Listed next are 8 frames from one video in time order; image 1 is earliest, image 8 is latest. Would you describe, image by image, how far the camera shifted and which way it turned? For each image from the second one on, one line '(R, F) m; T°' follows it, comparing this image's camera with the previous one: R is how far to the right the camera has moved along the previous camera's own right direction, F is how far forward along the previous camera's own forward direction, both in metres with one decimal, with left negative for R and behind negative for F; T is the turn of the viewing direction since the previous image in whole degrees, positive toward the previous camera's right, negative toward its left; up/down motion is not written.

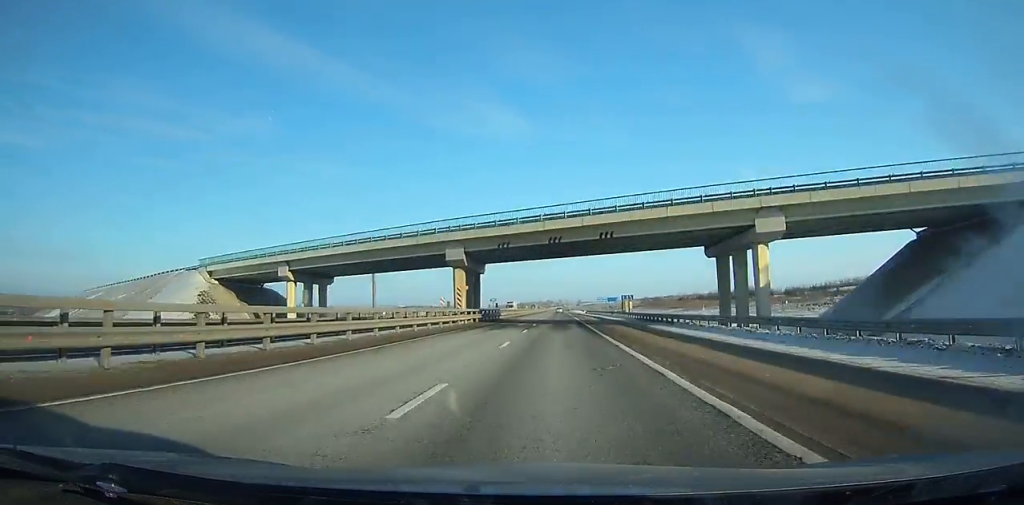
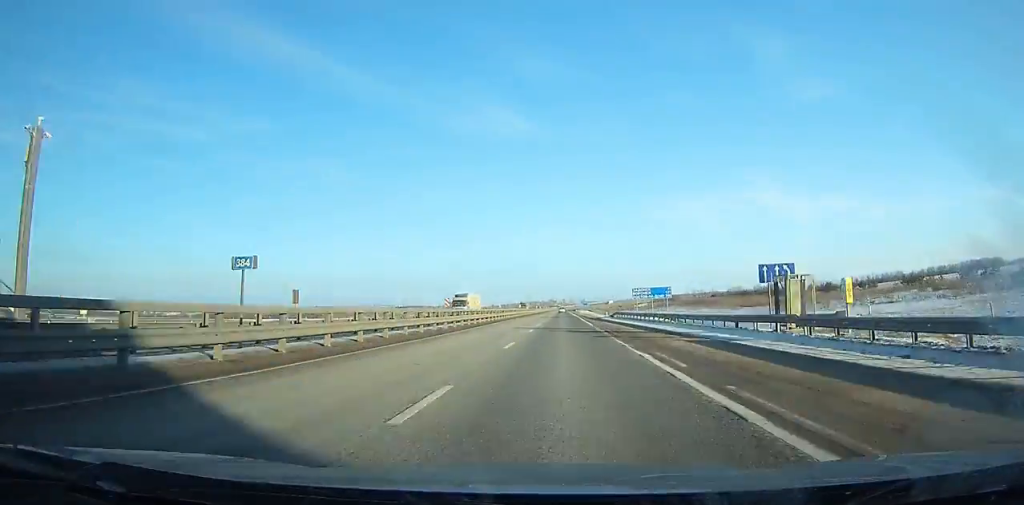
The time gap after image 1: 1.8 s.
(-0.1, +58.8) m; 0°
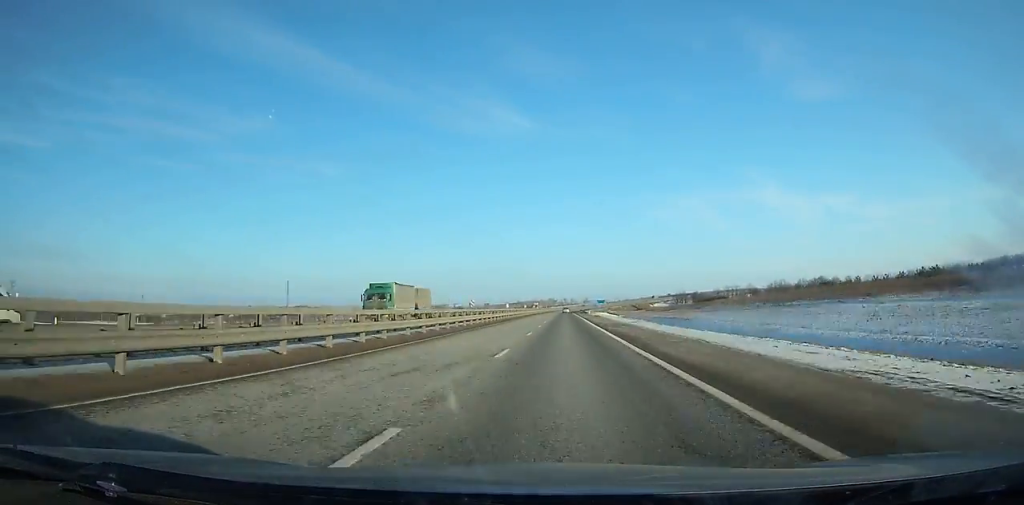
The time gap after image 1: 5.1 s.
(-0.5, +108.1) m; 0°
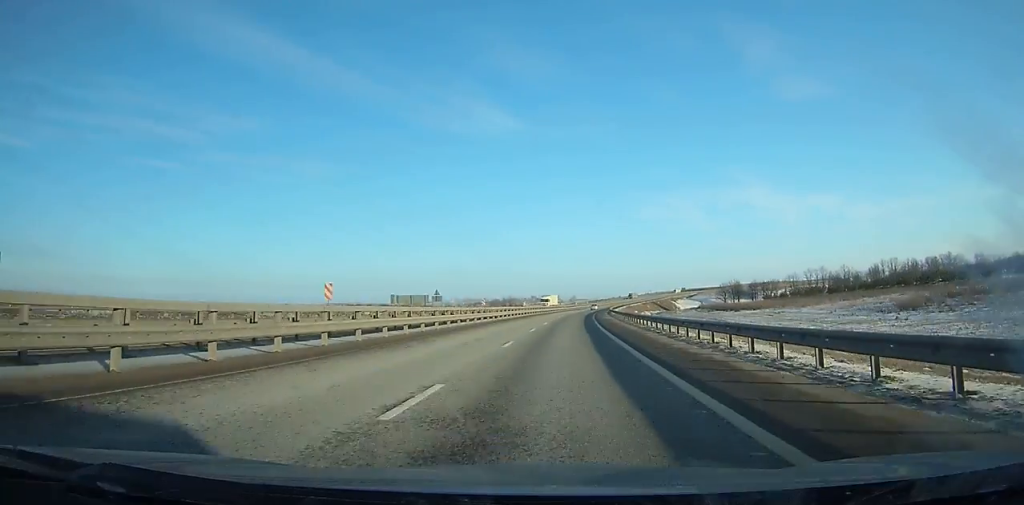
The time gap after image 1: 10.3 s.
(+3.1, +171.7) m; +3°
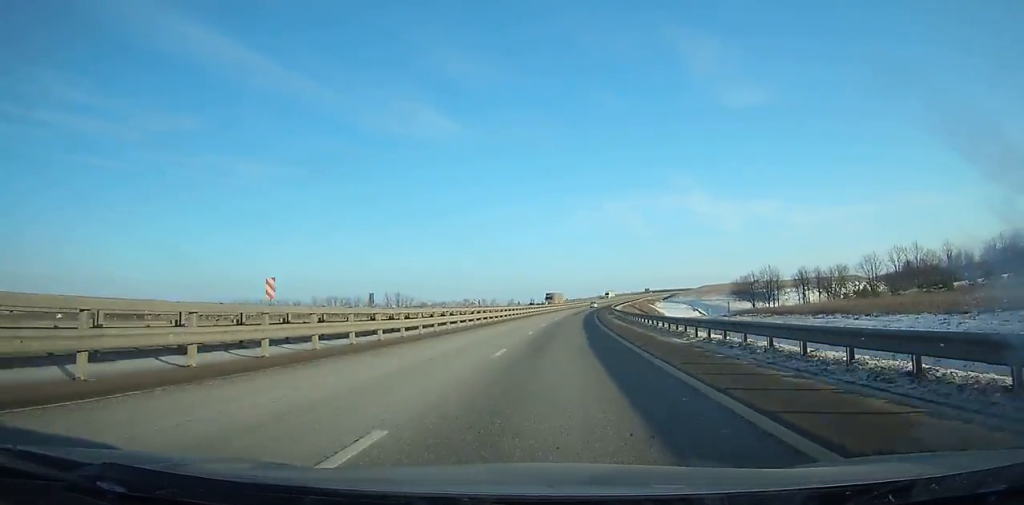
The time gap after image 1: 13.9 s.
(+4.1, +119.4) m; +5°
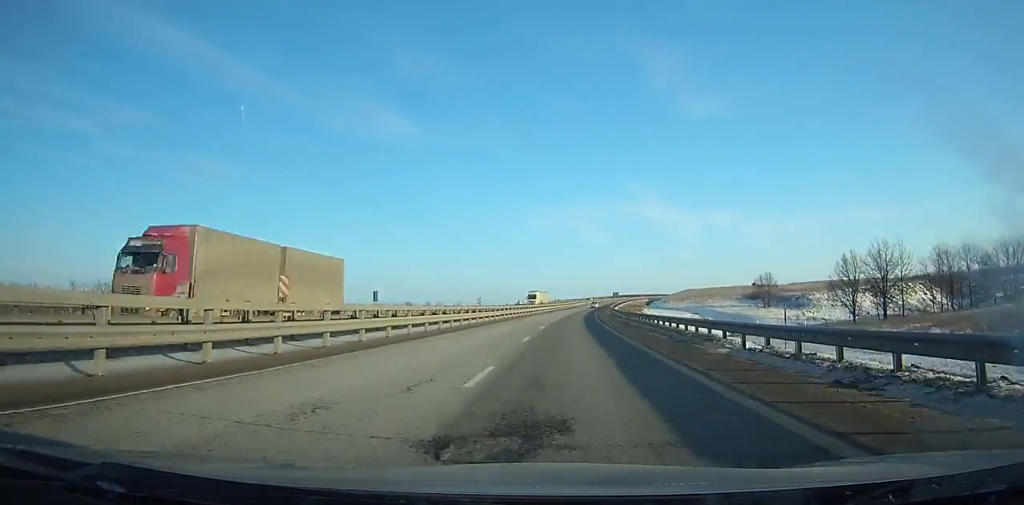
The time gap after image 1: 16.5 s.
(+3.4, +86.2) m; +5°
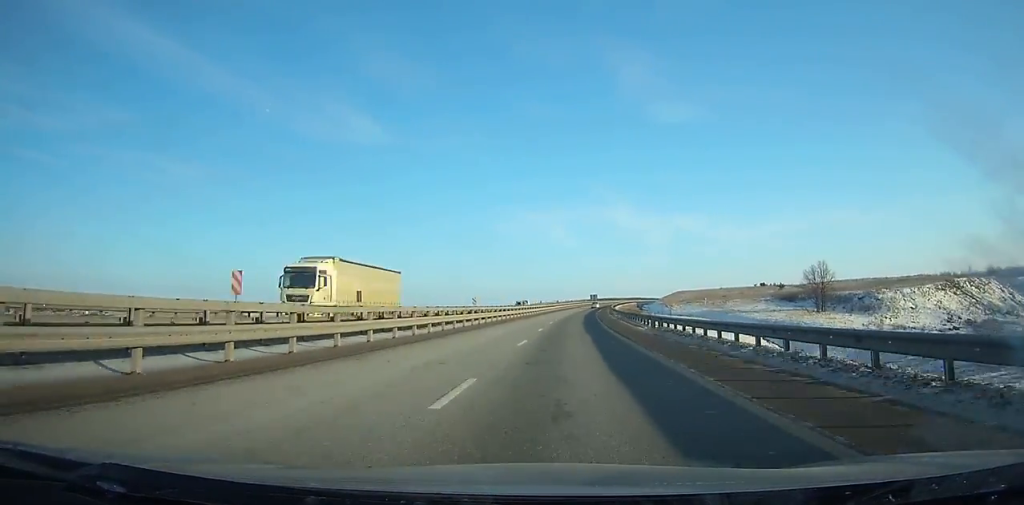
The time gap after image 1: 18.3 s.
(+1.0, +59.5) m; +3°
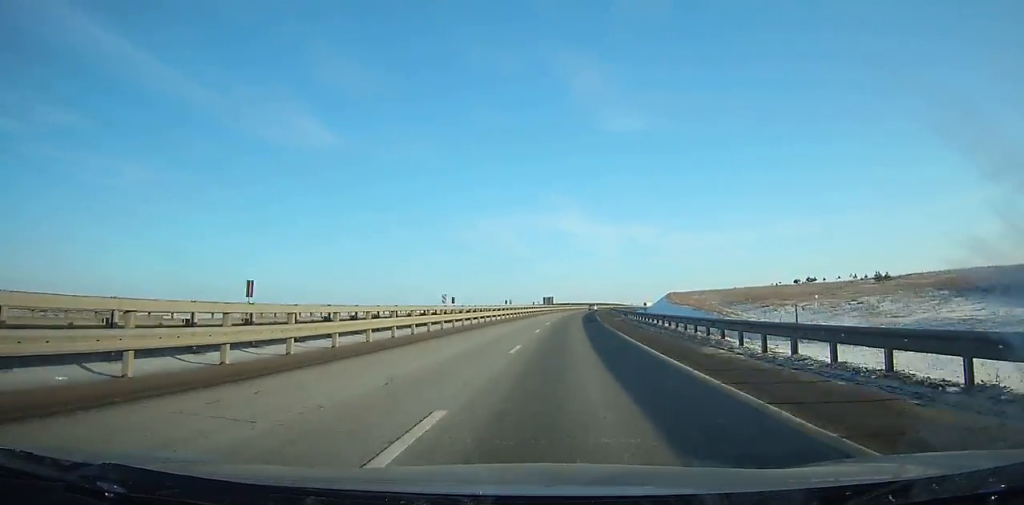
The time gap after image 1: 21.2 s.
(+4.0, +95.1) m; +5°
